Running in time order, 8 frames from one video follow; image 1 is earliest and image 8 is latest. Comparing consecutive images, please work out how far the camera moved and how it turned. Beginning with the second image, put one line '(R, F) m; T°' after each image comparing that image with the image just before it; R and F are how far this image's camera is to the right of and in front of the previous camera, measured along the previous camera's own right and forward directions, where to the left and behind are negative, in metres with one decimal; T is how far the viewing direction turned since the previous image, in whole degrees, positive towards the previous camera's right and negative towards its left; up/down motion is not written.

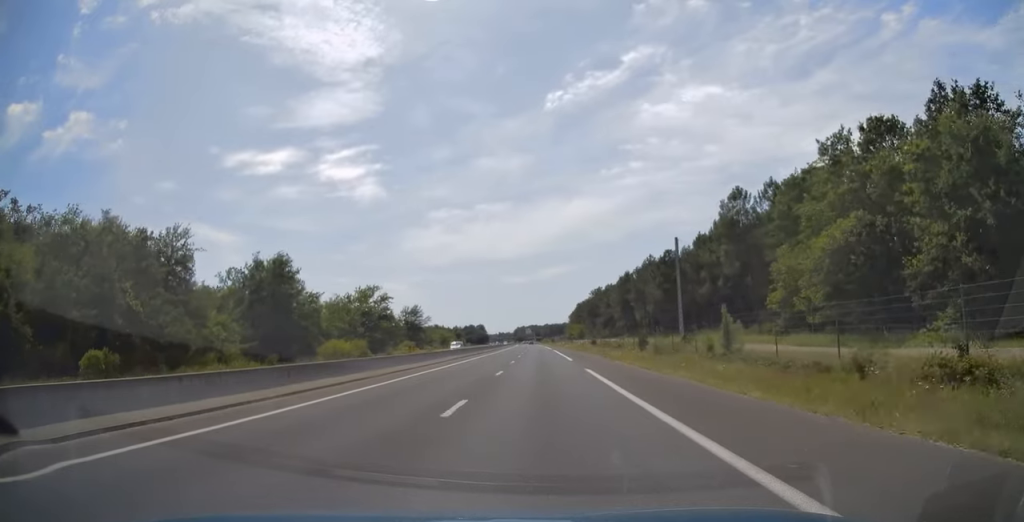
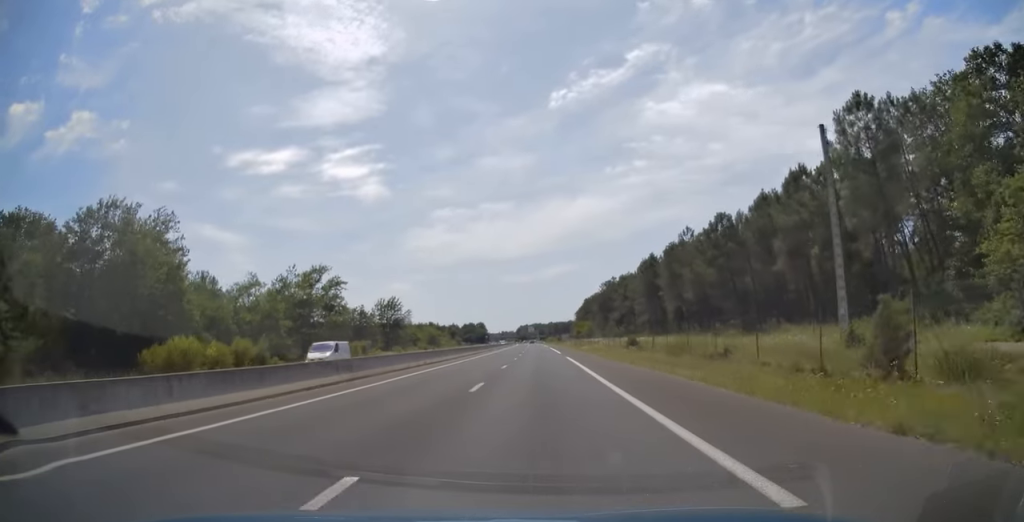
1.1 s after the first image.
(-0.2, +33.8) m; 0°
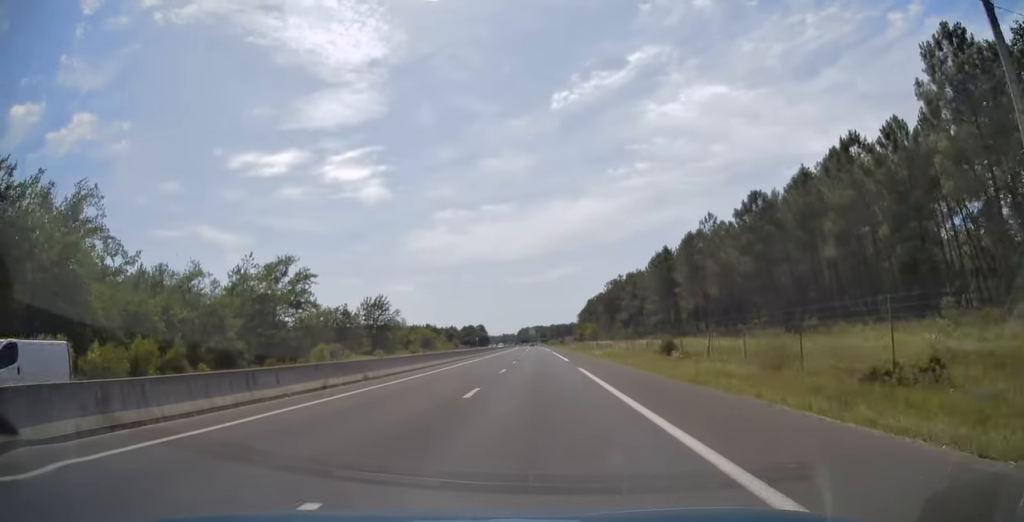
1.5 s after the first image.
(+0.2, +14.0) m; 0°
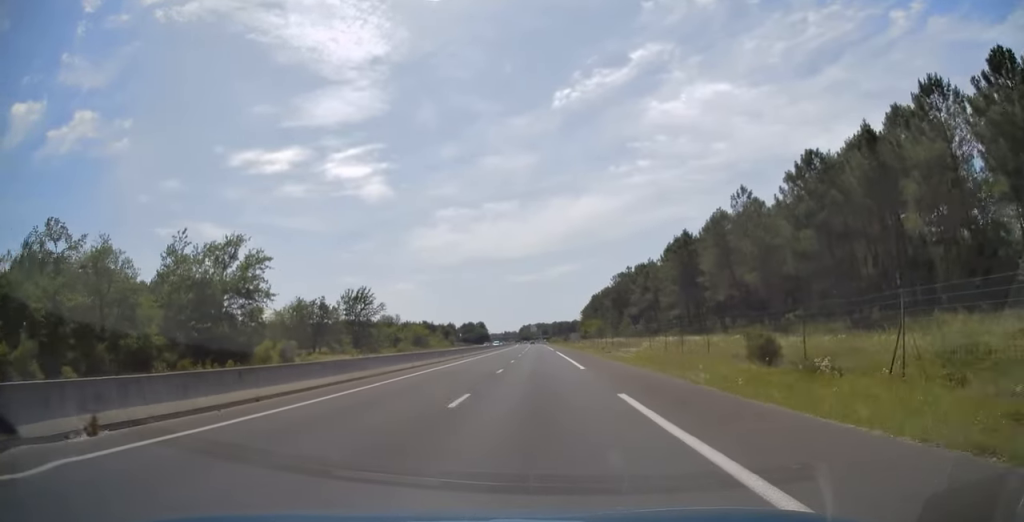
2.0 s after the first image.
(-0.2, +15.5) m; 0°
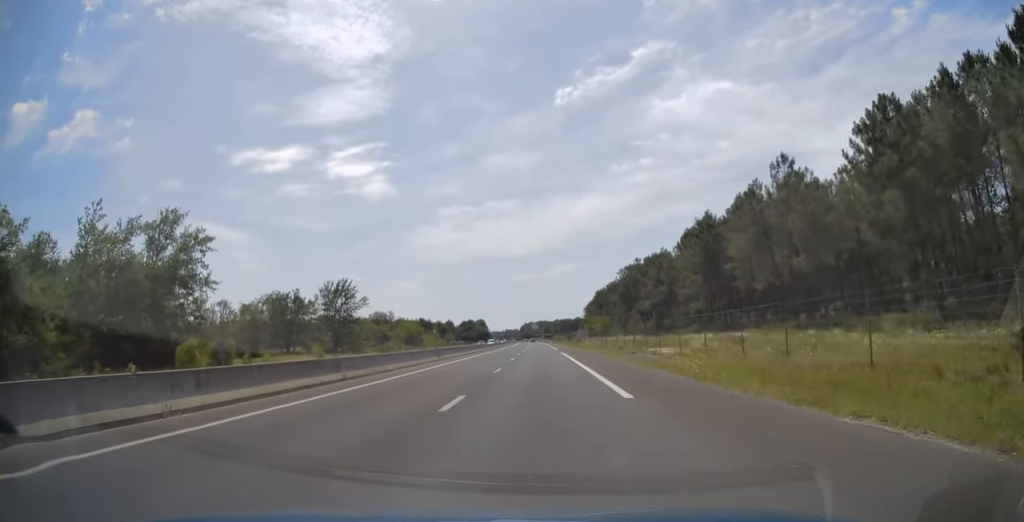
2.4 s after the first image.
(-0.2, +13.9) m; 0°
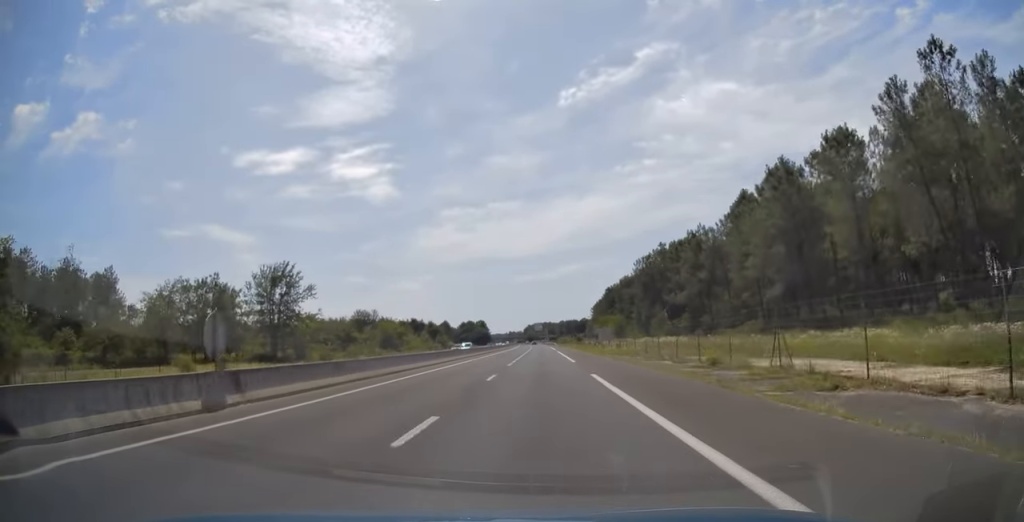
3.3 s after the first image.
(+0.3, +29.5) m; 0°
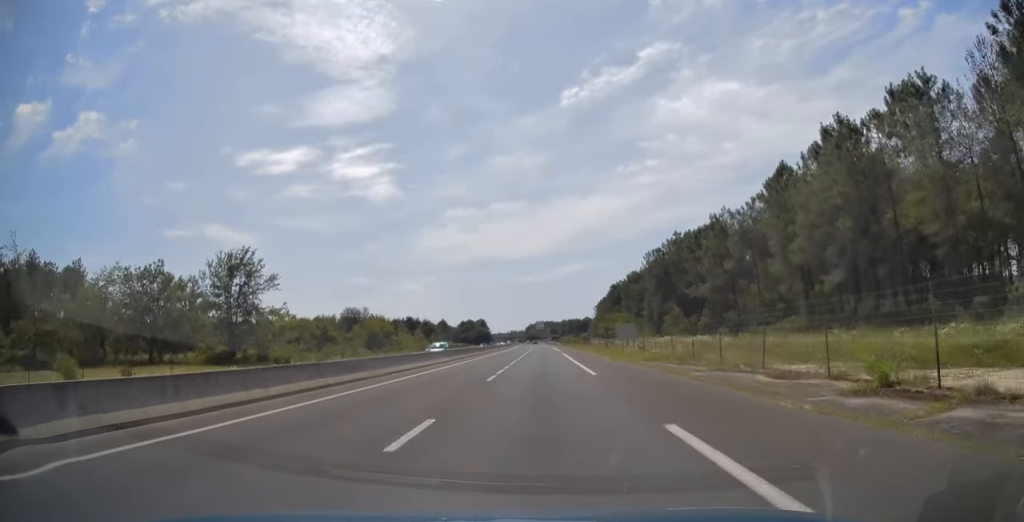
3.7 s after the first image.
(0.0, +13.4) m; 0°
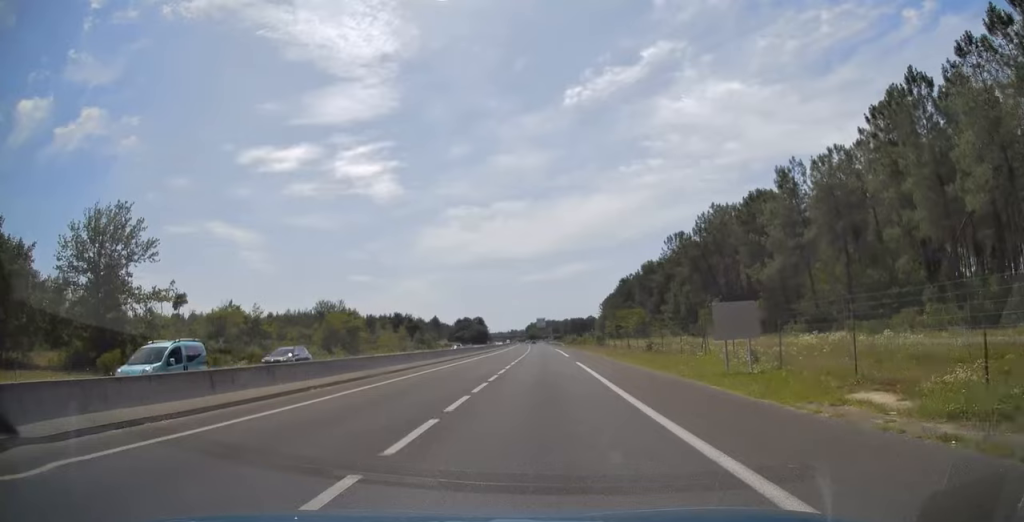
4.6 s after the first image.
(-0.2, +26.3) m; -1°
